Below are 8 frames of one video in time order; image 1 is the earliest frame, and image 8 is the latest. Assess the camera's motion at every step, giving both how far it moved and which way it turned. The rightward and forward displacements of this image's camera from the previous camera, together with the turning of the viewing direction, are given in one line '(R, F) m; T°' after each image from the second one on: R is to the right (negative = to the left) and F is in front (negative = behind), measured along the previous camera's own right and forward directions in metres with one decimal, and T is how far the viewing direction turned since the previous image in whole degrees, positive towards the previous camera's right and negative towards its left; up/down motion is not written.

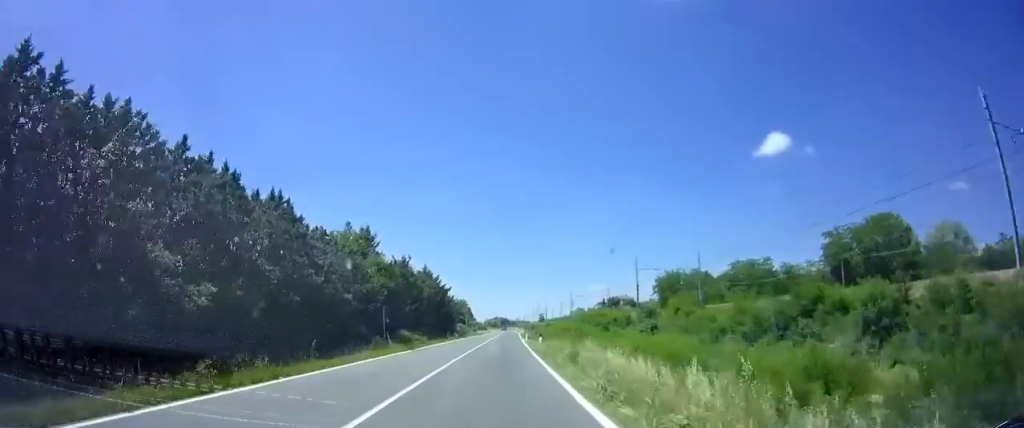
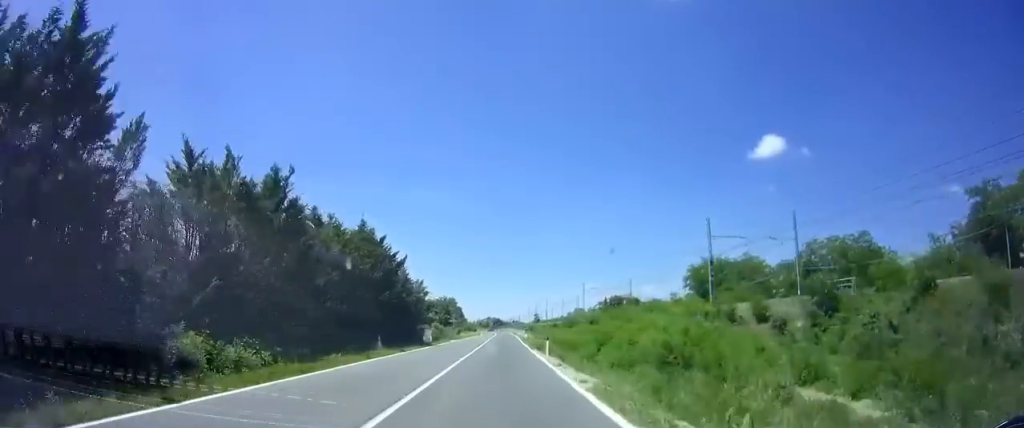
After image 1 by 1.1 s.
(+0.2, +28.0) m; +1°
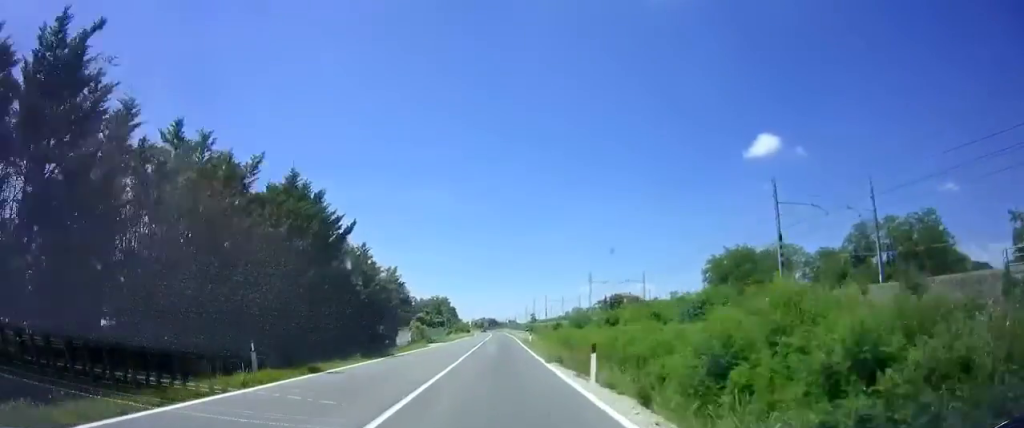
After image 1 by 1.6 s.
(+0.1, +14.1) m; 0°
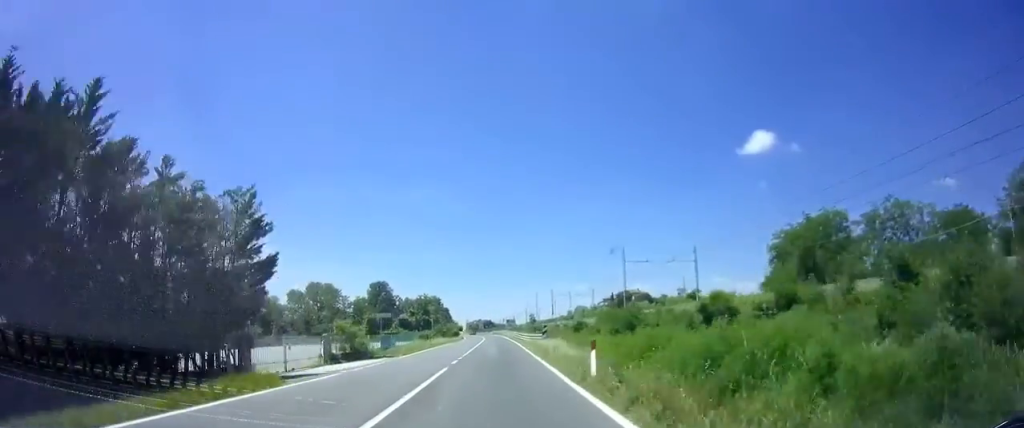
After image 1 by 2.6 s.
(-0.1, +27.4) m; -1°
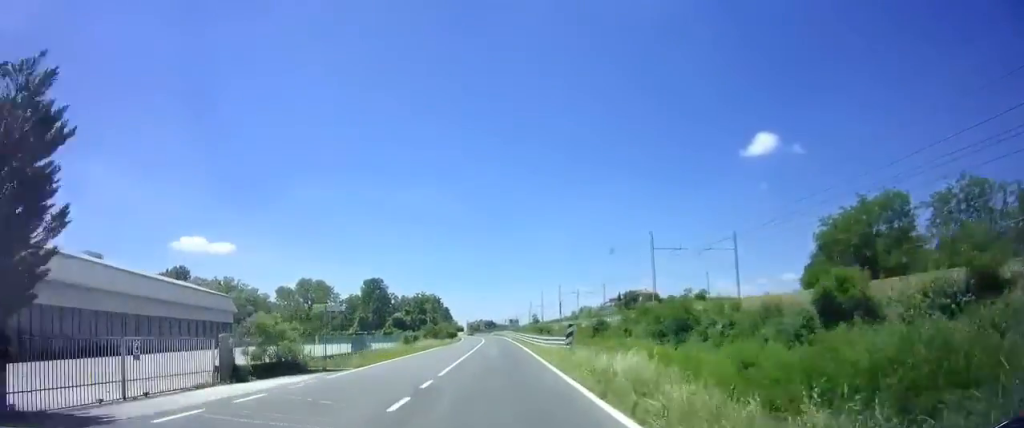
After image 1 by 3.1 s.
(-0.2, +11.5) m; 0°
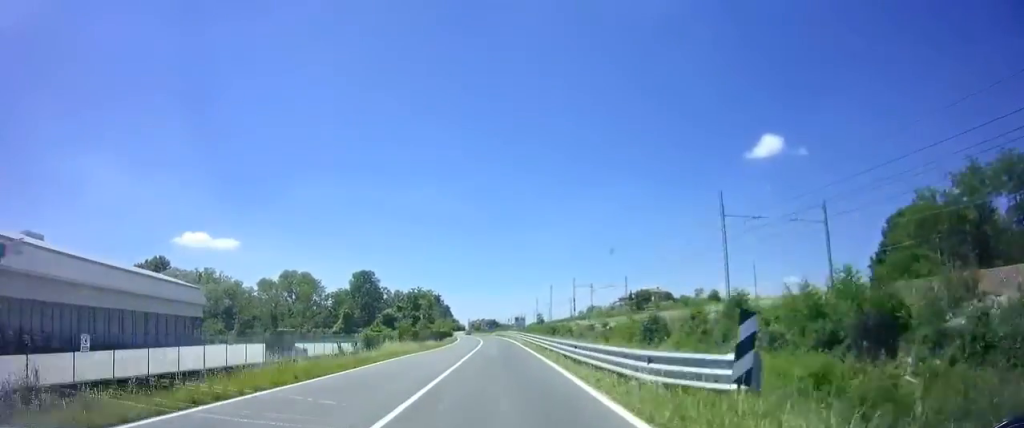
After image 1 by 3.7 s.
(-0.1, +16.8) m; -1°
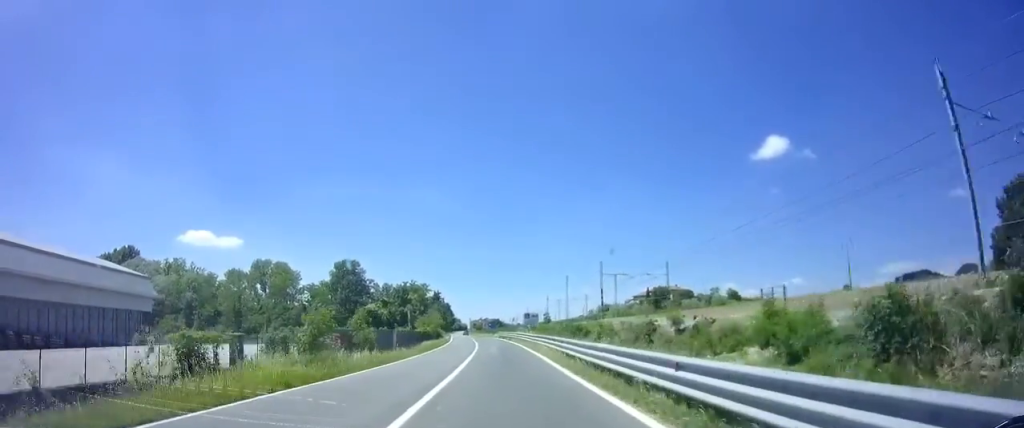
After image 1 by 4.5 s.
(0.0, +22.2) m; -1°
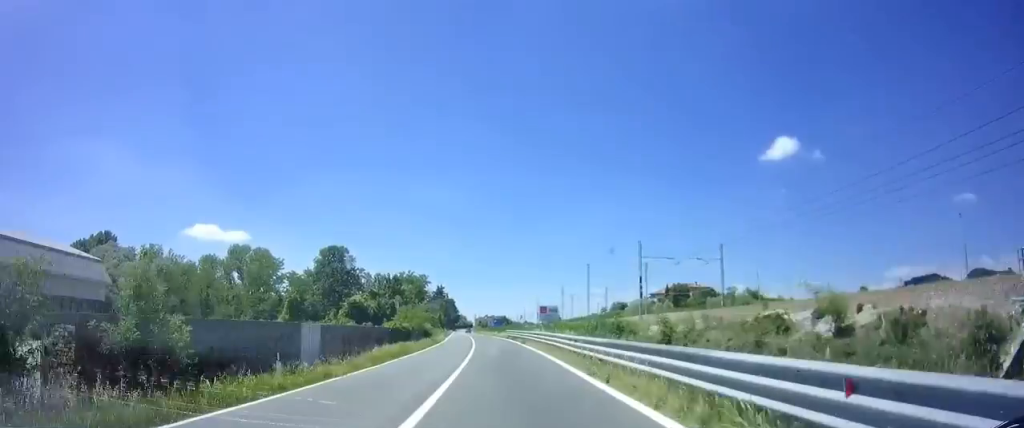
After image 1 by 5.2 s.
(-0.3, +17.9) m; -1°
